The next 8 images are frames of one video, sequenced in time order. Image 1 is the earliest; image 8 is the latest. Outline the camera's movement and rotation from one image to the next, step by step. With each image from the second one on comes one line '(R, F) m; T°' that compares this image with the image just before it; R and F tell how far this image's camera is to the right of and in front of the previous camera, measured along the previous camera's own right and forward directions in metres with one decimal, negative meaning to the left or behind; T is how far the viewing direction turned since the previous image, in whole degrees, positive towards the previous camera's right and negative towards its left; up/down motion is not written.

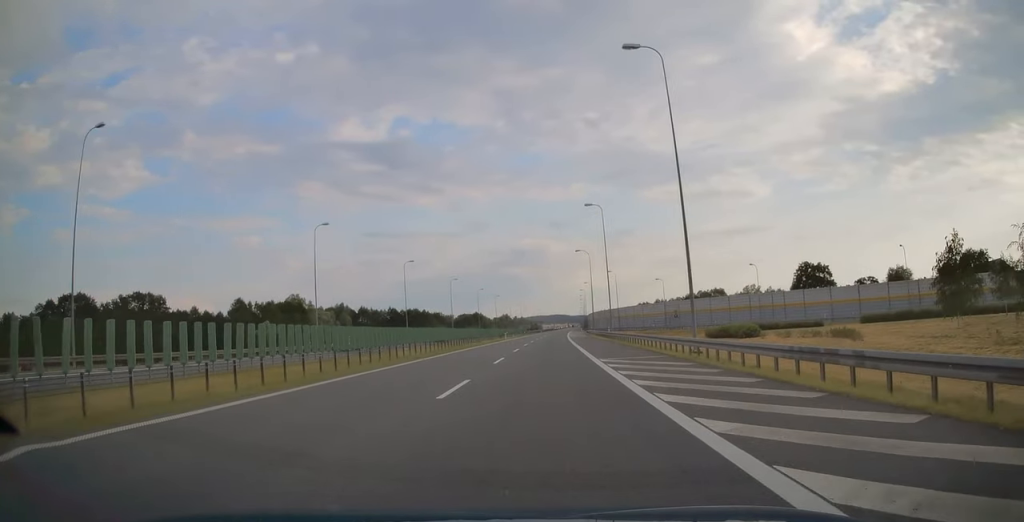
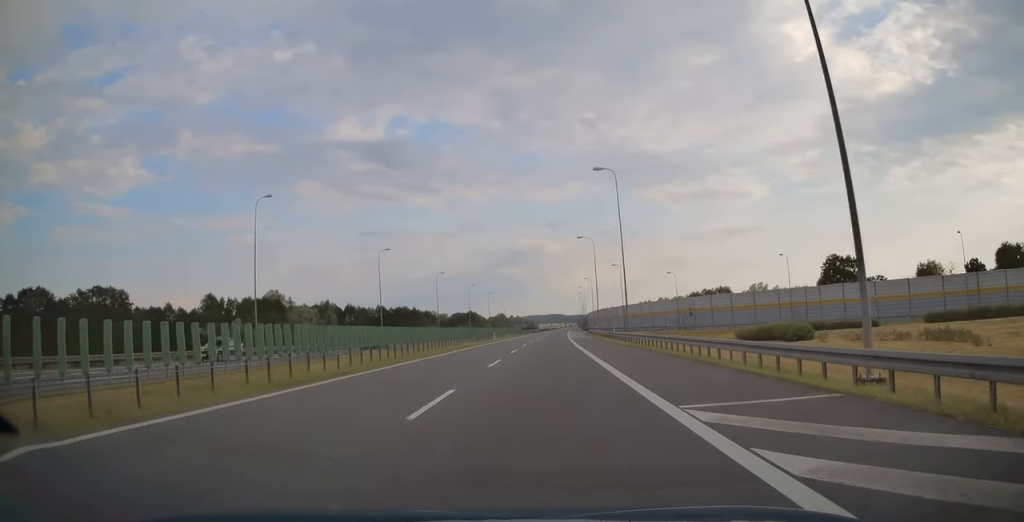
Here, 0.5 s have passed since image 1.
(0.0, +14.7) m; 0°
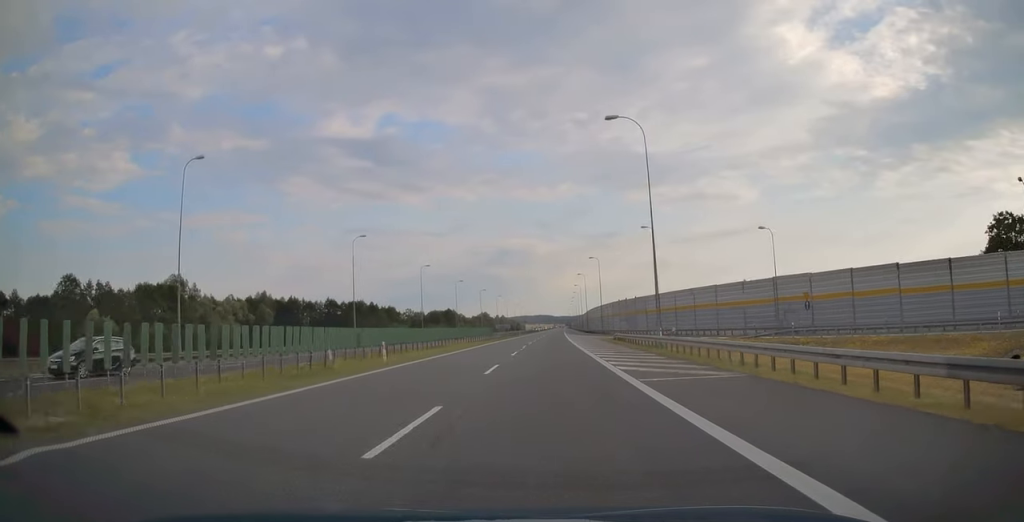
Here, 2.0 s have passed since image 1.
(+0.6, +51.2) m; +1°
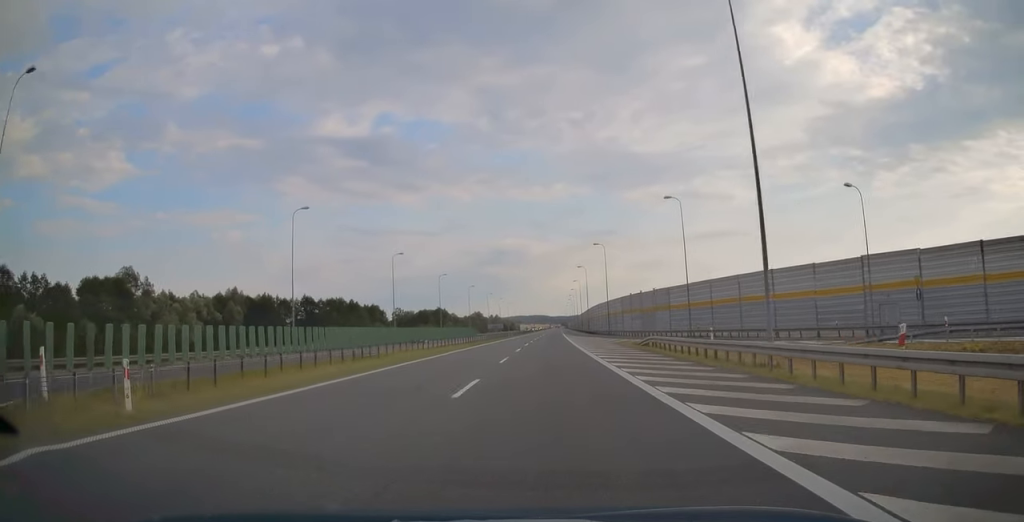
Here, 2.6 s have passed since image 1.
(0.0, +18.5) m; 0°
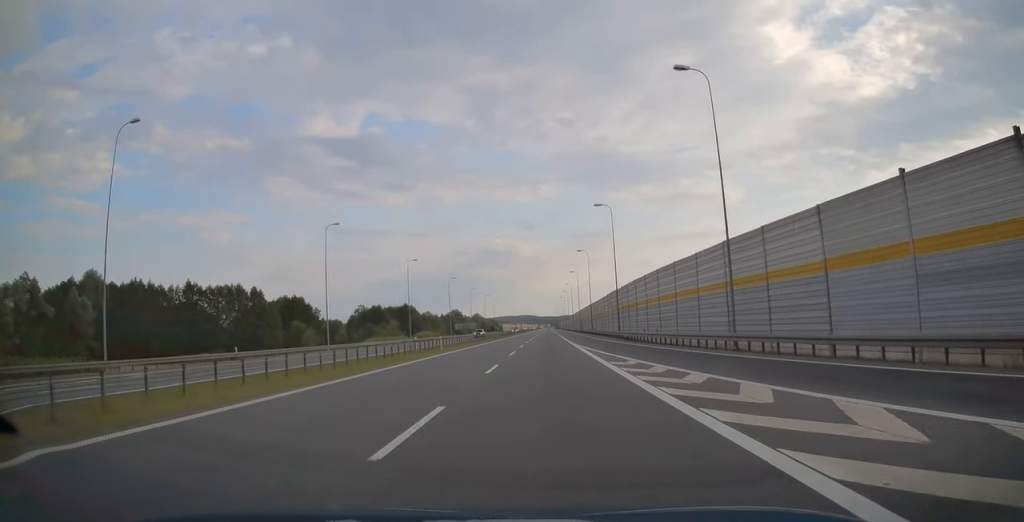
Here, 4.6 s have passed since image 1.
(+0.8, +66.2) m; +1°
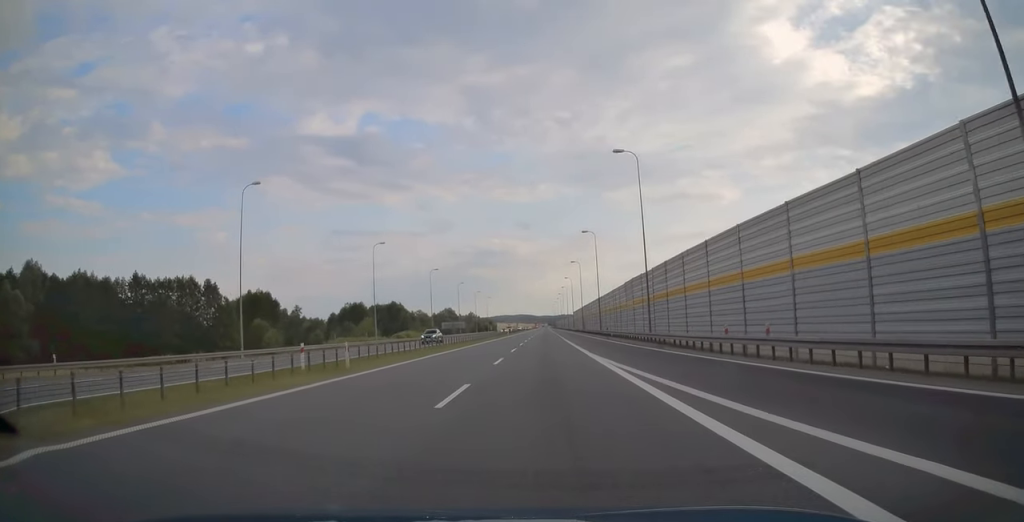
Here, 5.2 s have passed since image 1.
(0.0, +20.3) m; 0°
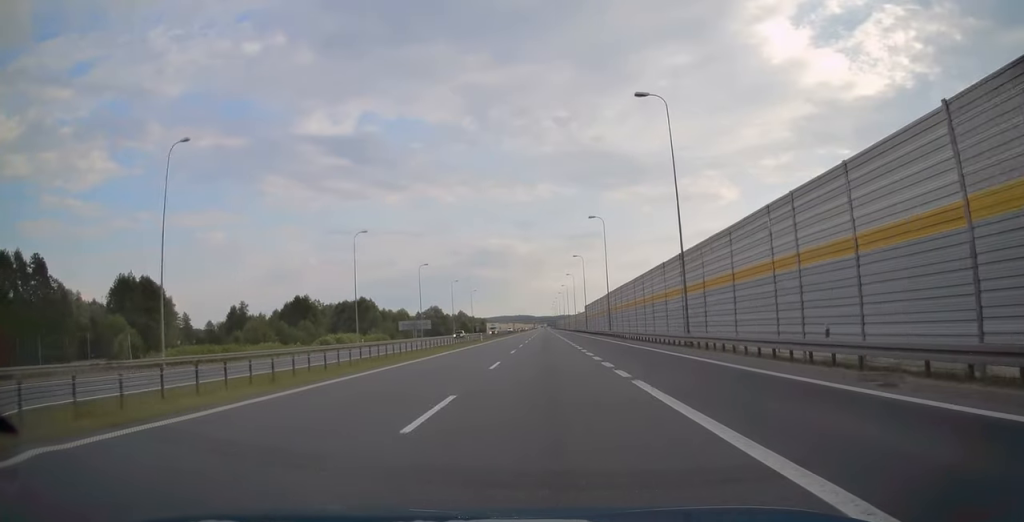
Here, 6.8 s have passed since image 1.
(+0.1, +50.8) m; 0°
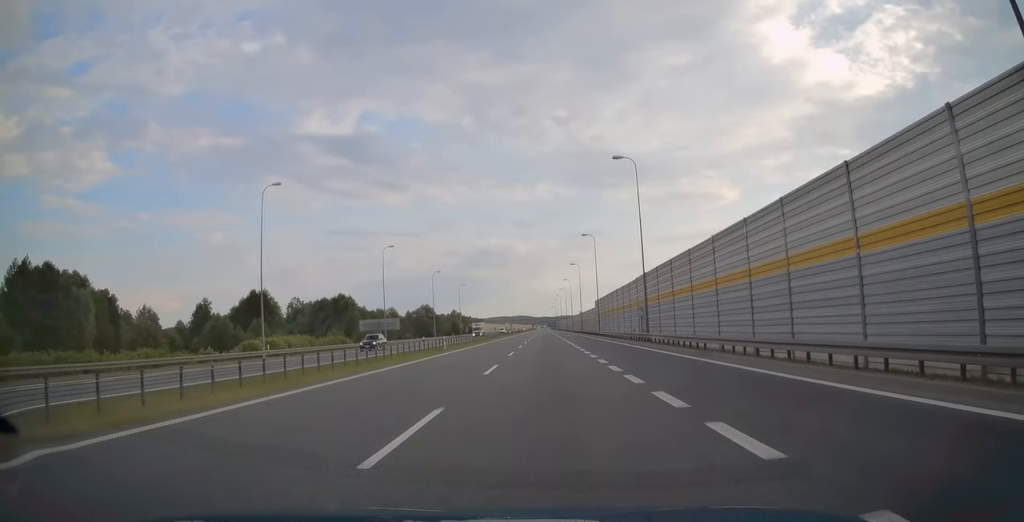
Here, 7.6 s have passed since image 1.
(0.0, +26.2) m; 0°
